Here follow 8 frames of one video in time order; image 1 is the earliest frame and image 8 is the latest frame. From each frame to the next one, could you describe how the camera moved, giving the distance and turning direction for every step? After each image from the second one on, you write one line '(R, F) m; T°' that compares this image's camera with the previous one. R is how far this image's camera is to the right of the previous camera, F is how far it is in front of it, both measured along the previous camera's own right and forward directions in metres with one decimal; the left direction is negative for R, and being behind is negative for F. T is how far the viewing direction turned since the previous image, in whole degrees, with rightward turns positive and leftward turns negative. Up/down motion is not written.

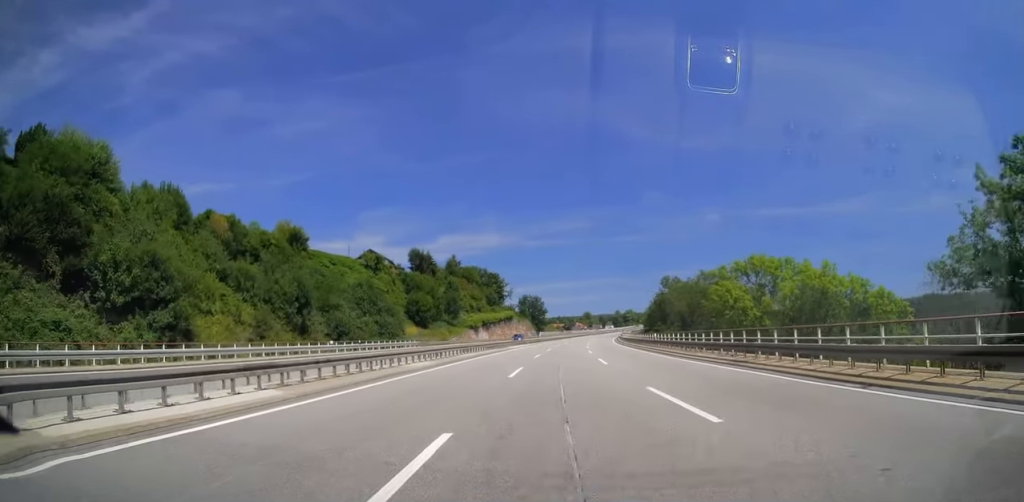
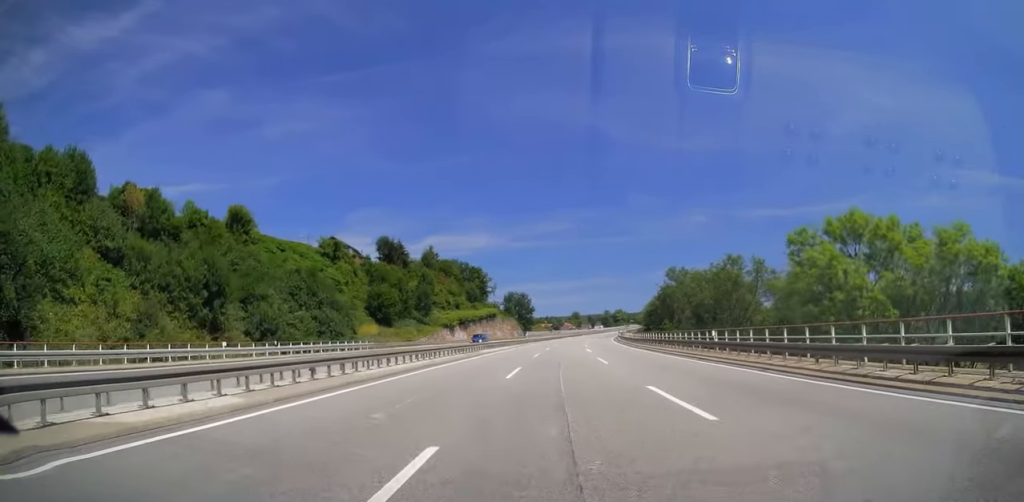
(+0.1, +19.3) m; +1°
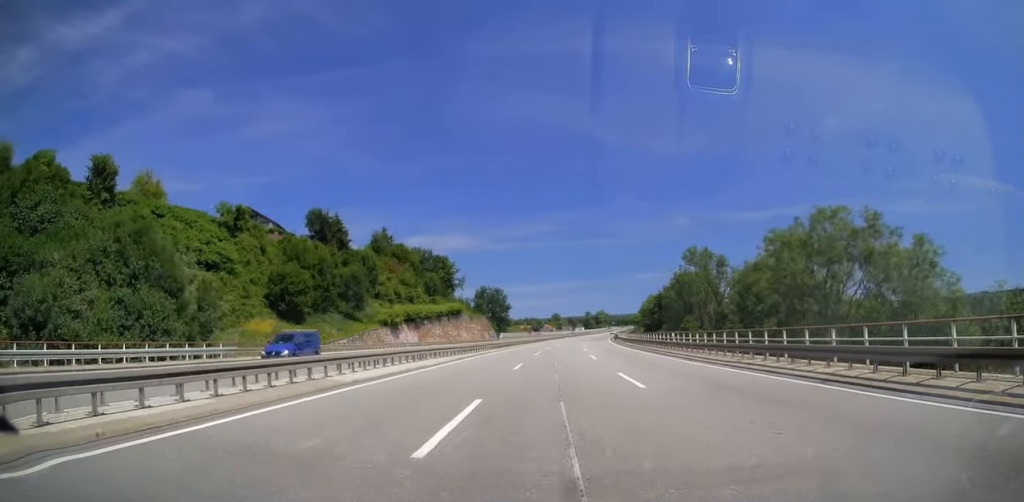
(+0.4, +30.9) m; +2°
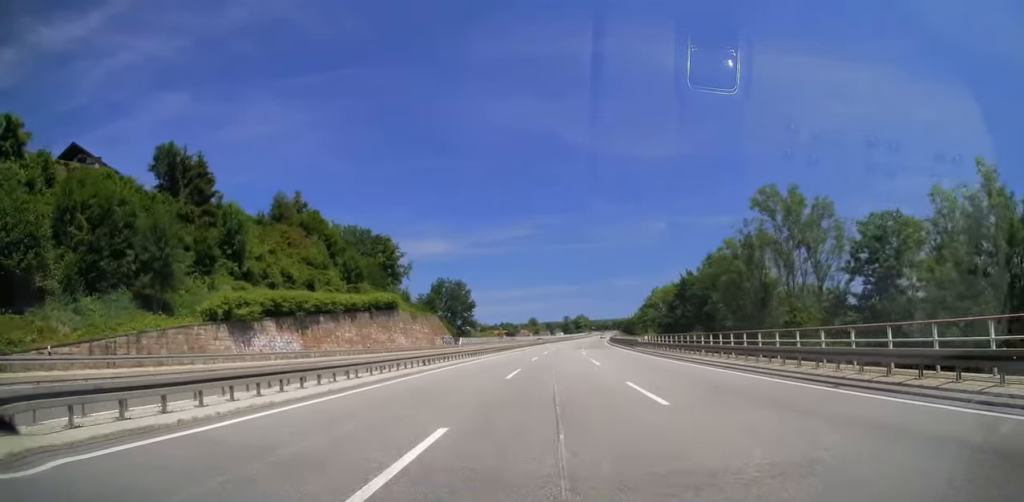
(+1.2, +40.2) m; +3°
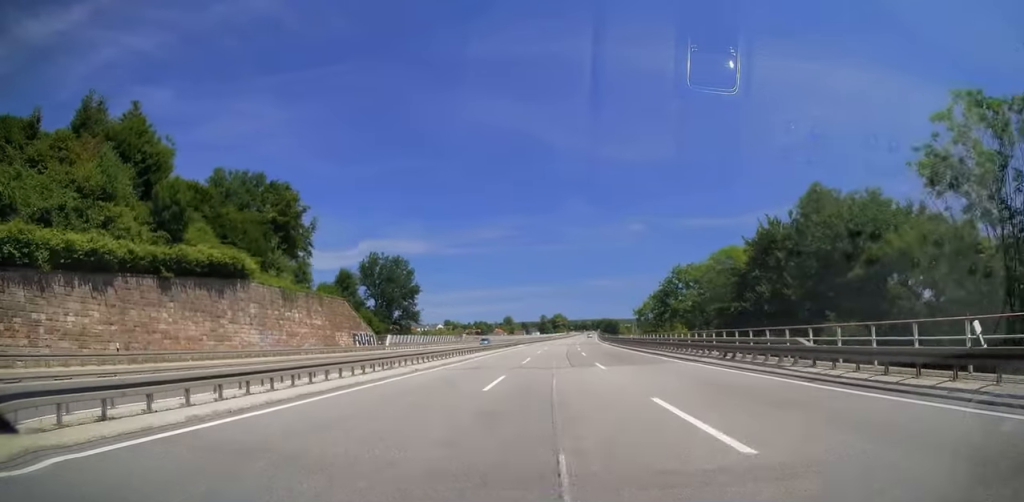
(+0.9, +41.6) m; +3°
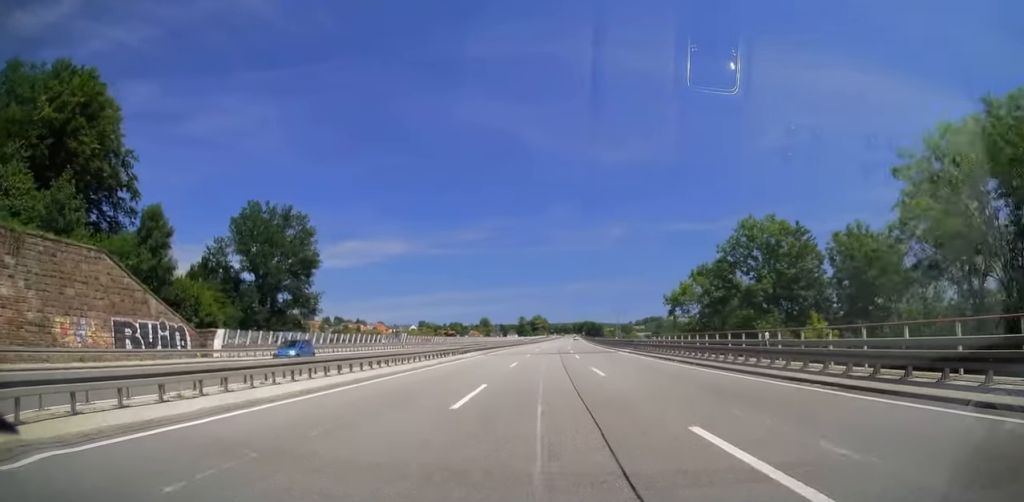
(+0.9, +40.2) m; +2°
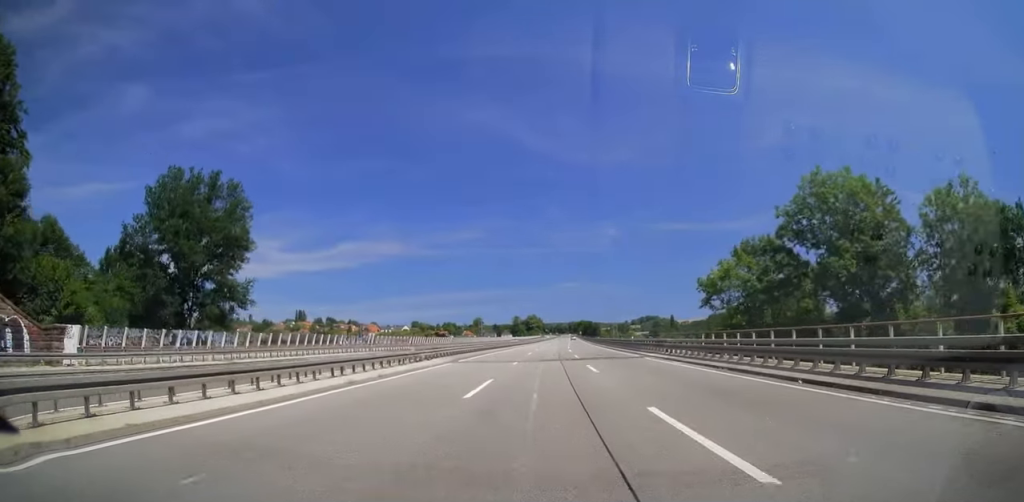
(0.0, +15.5) m; 0°
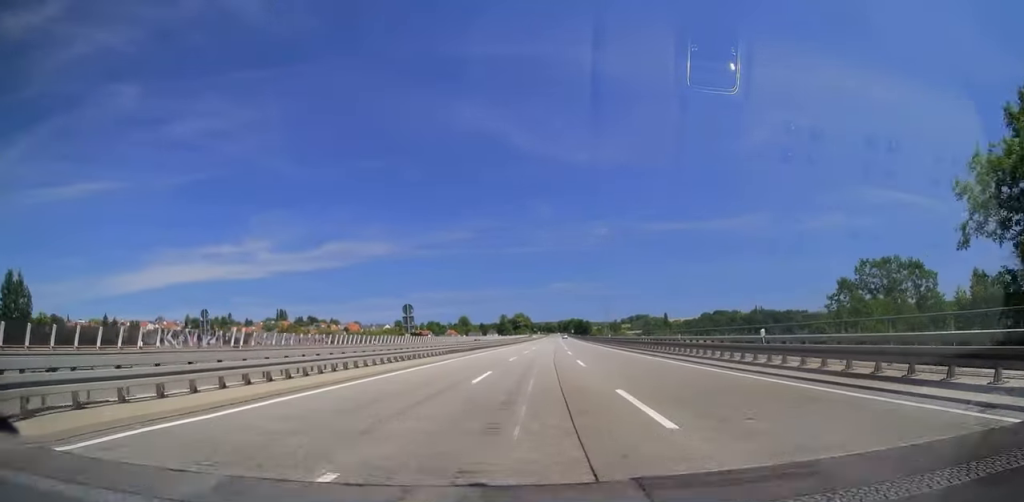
(+0.2, +33.4) m; 0°
